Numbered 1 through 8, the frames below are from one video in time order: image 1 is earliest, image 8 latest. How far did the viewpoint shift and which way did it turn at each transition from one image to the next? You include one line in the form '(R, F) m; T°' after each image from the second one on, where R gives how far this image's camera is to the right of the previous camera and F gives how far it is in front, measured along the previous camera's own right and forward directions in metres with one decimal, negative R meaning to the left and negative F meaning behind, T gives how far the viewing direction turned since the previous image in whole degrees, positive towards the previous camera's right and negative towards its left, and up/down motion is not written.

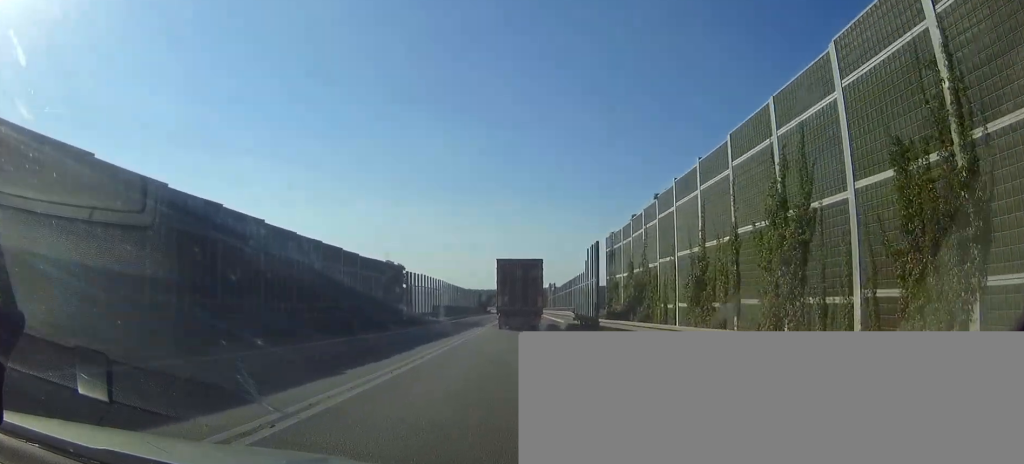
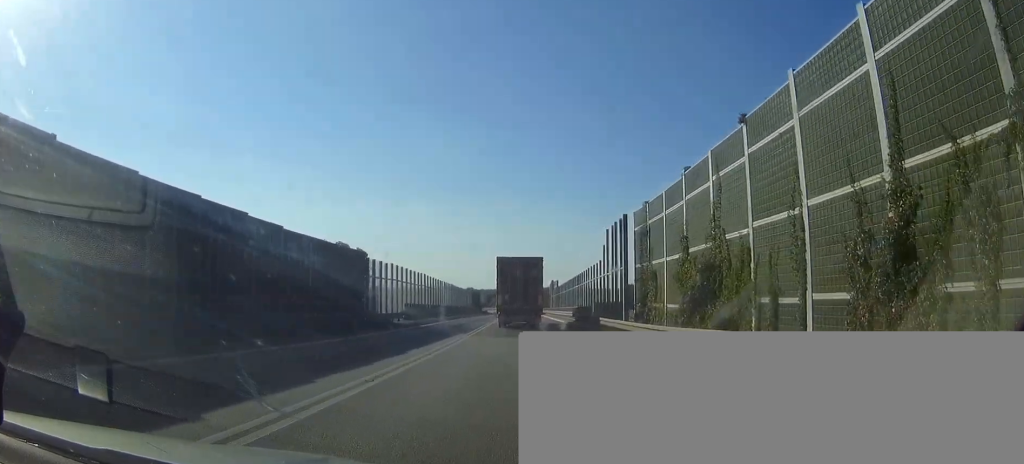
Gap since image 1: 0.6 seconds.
(-0.1, +13.6) m; 0°
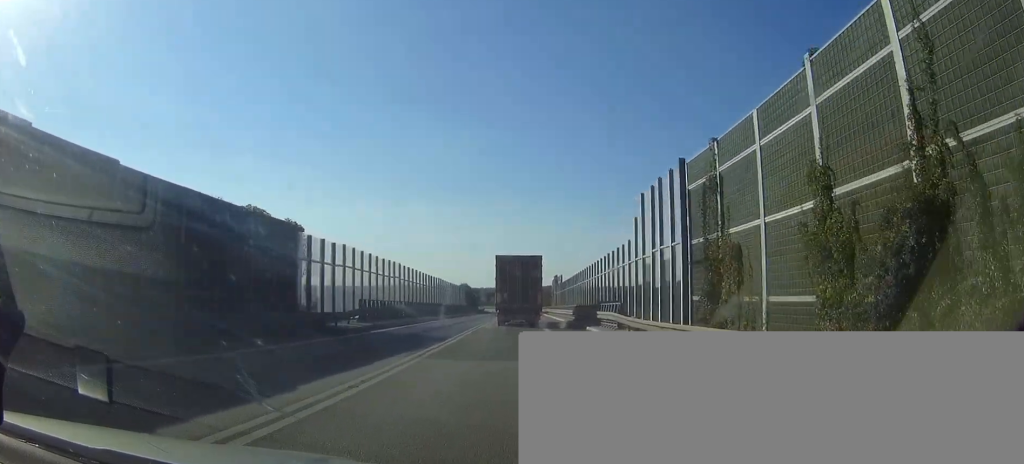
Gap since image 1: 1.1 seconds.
(0.0, +12.9) m; 0°
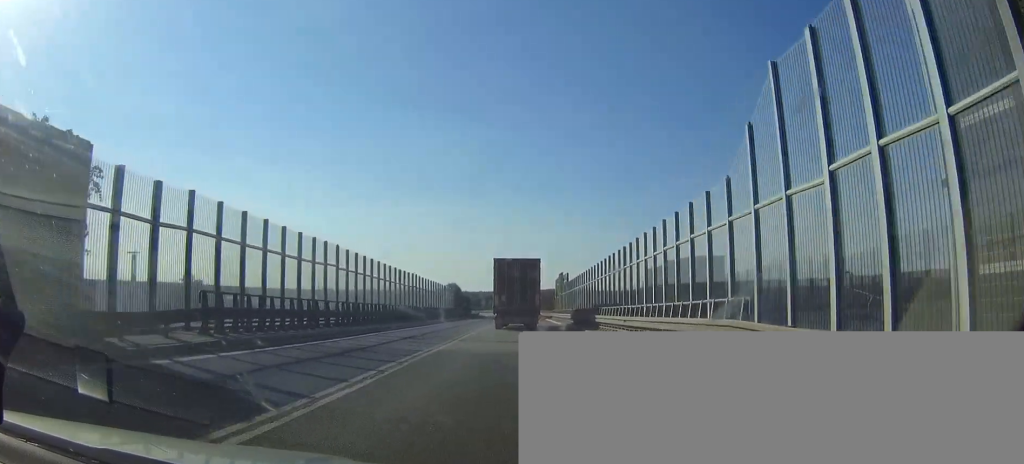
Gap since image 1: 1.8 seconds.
(0.0, +17.0) m; 0°
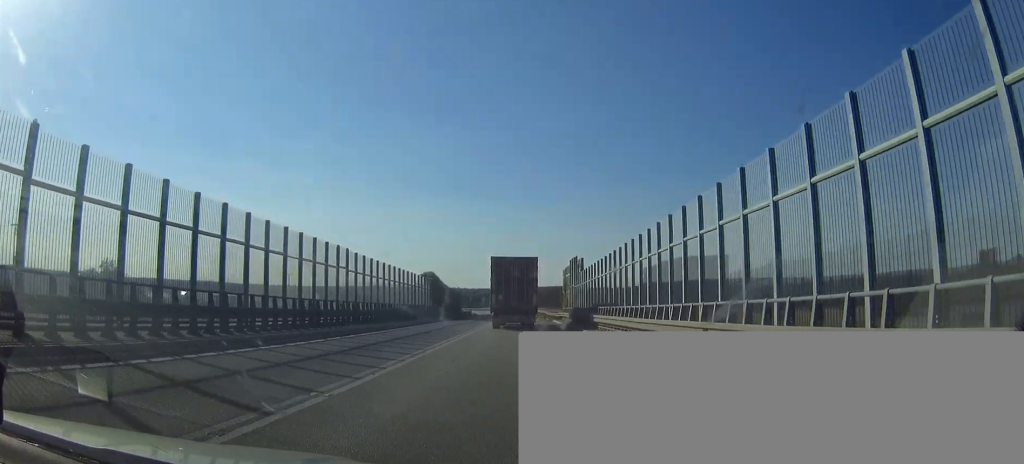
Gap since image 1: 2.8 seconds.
(0.0, +23.6) m; 0°
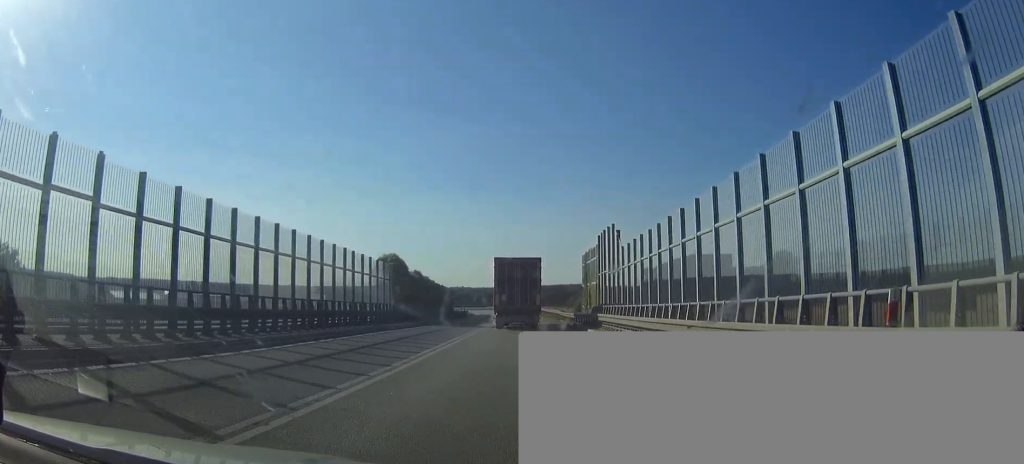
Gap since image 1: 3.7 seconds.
(0.0, +23.5) m; 0°
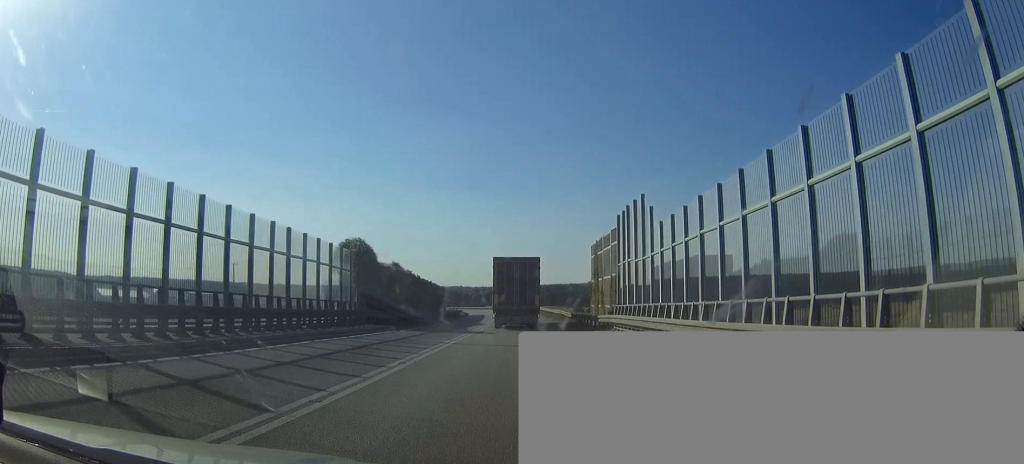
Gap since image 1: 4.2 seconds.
(0.0, +10.5) m; 0°
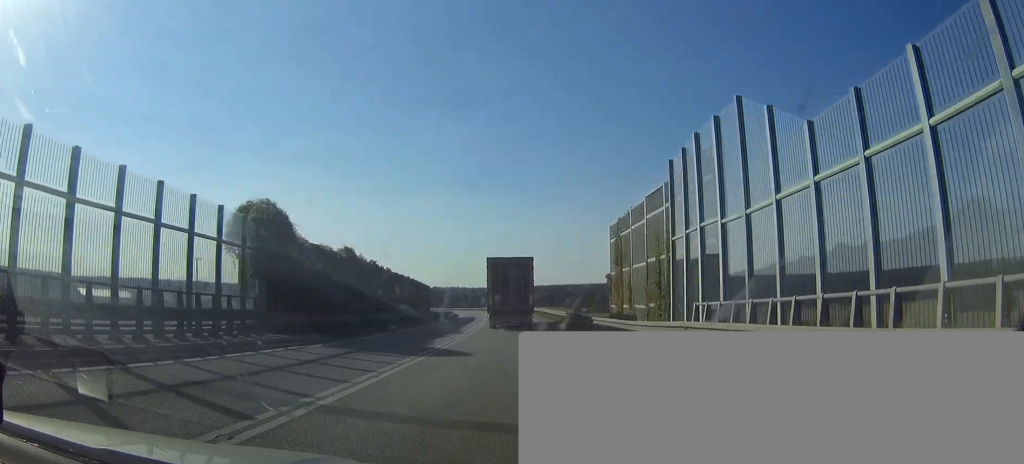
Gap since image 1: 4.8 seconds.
(0.0, +14.5) m; 0°
